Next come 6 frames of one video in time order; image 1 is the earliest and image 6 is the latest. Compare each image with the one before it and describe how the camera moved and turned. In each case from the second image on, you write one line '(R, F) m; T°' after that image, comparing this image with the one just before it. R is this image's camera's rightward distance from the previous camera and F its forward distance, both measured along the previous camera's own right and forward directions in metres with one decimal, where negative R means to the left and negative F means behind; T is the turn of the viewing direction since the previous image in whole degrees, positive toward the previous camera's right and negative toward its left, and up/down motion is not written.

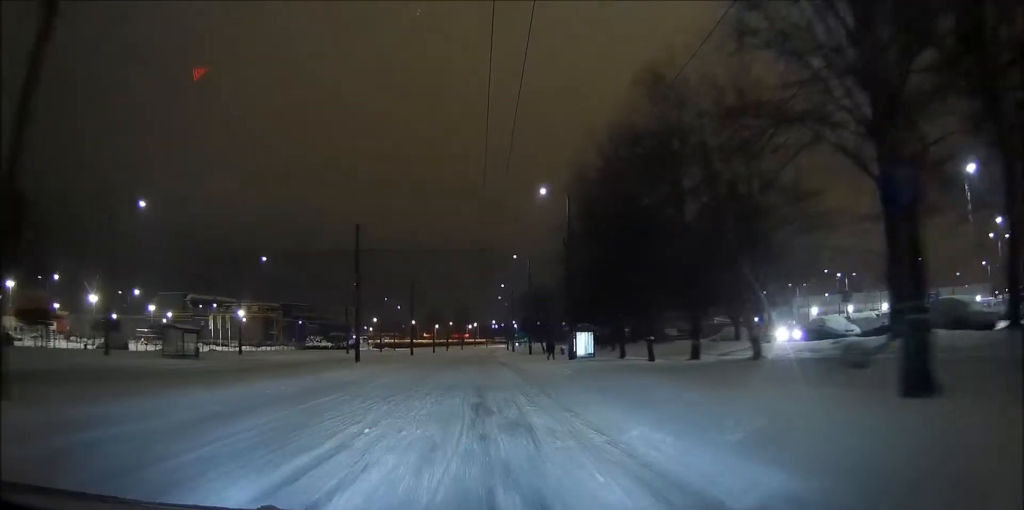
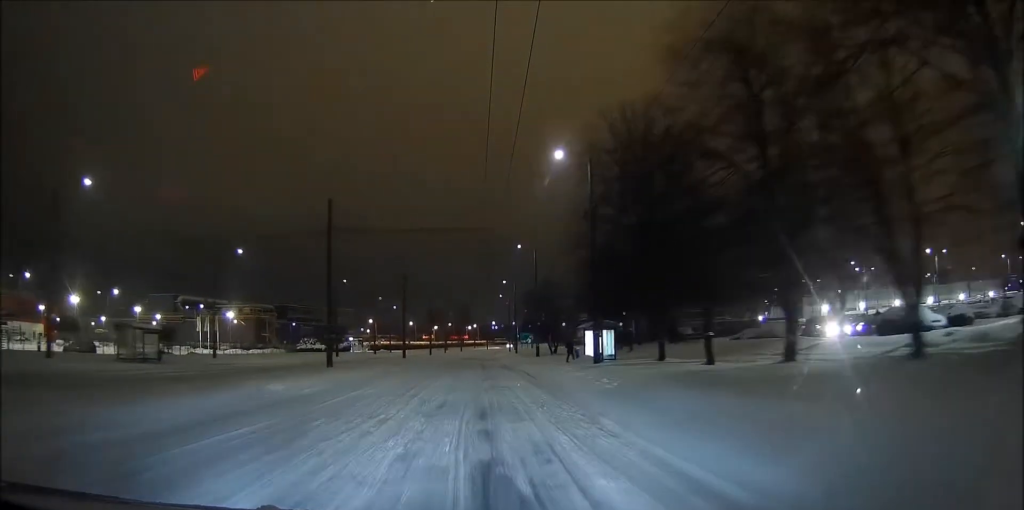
(0.0, +7.5) m; 0°
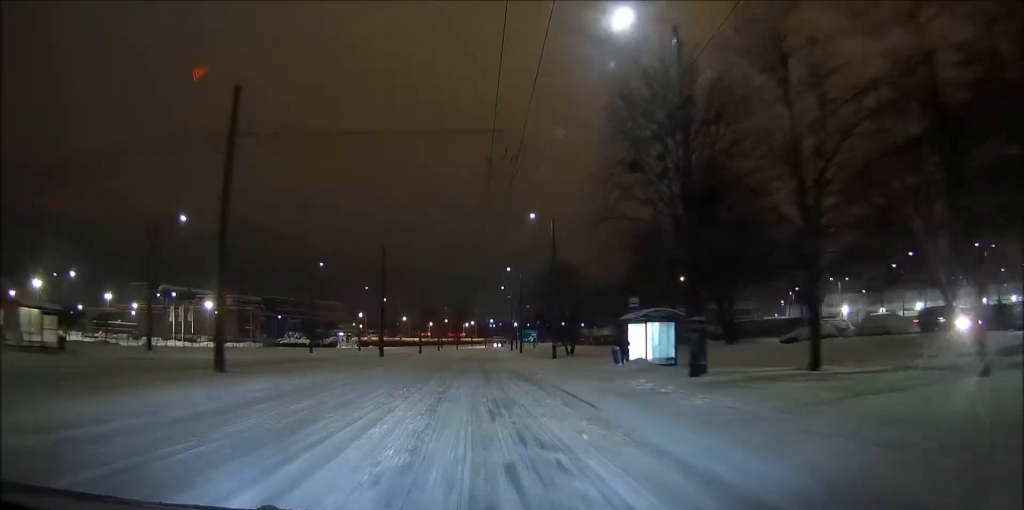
(-0.1, +13.5) m; 0°
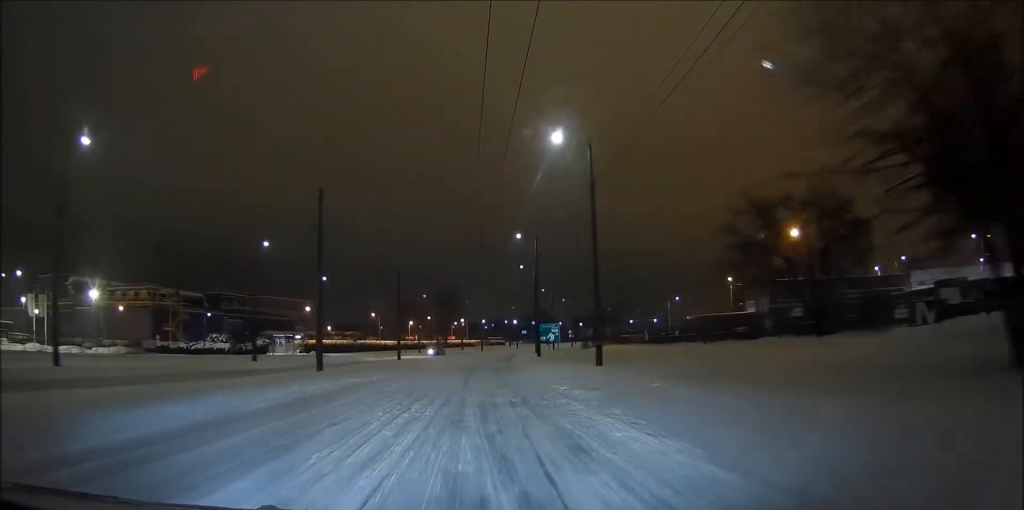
(+0.6, +49.7) m; +1°
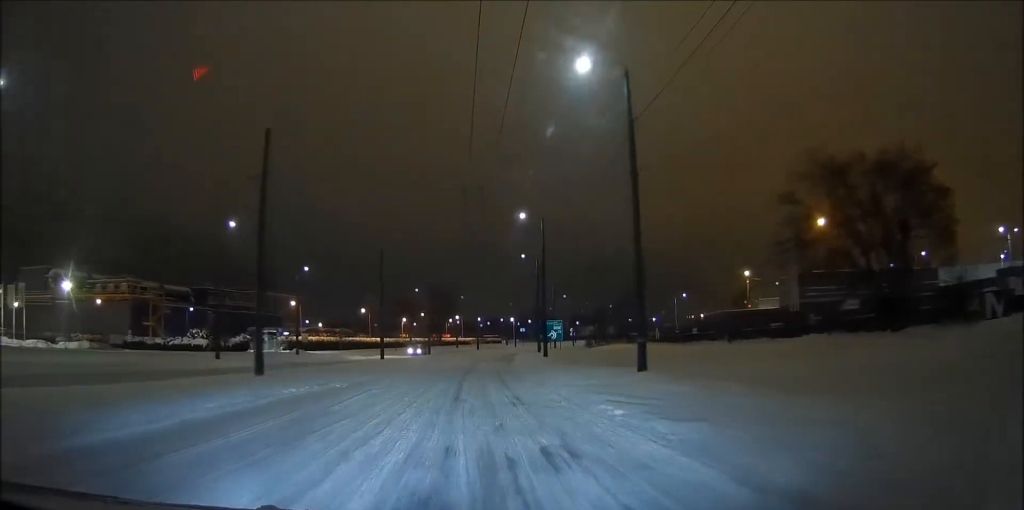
(0.0, +7.3) m; 0°
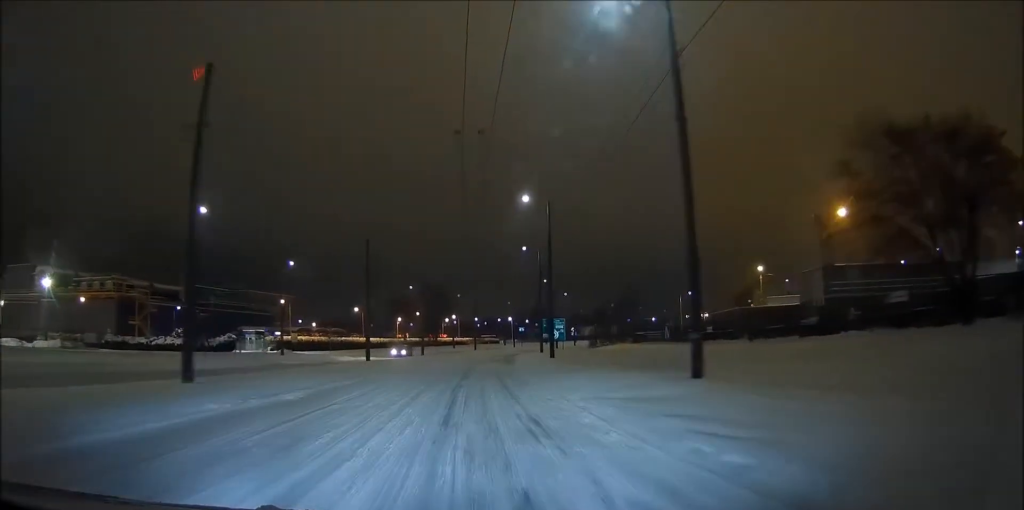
(0.0, +5.3) m; 0°
